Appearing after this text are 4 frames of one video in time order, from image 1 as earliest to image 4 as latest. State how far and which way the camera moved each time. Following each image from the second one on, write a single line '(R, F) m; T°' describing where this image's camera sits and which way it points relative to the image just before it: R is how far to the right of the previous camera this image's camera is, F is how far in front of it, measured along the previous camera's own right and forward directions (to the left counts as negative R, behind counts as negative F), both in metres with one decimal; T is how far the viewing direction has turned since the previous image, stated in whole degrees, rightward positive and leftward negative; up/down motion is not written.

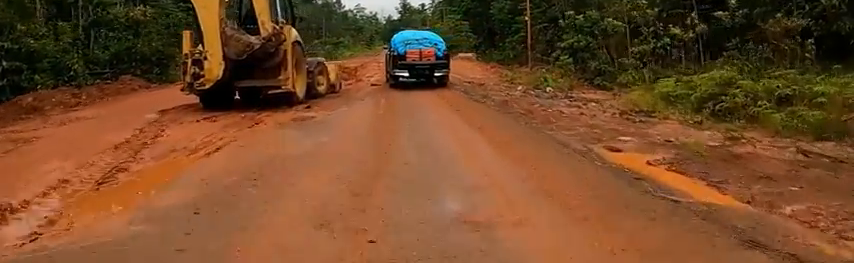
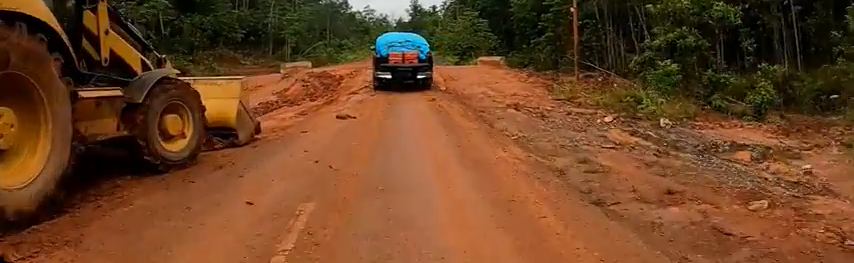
(-0.5, +8.8) m; 0°
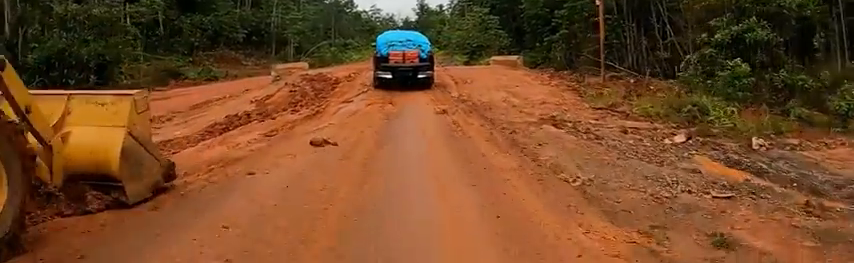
(-0.1, +2.8) m; +3°
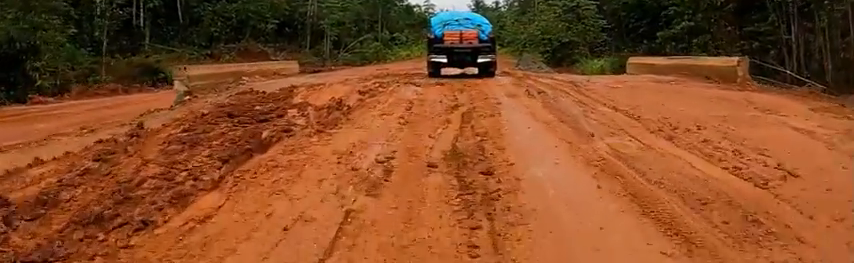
(+0.7, +13.1) m; -5°
